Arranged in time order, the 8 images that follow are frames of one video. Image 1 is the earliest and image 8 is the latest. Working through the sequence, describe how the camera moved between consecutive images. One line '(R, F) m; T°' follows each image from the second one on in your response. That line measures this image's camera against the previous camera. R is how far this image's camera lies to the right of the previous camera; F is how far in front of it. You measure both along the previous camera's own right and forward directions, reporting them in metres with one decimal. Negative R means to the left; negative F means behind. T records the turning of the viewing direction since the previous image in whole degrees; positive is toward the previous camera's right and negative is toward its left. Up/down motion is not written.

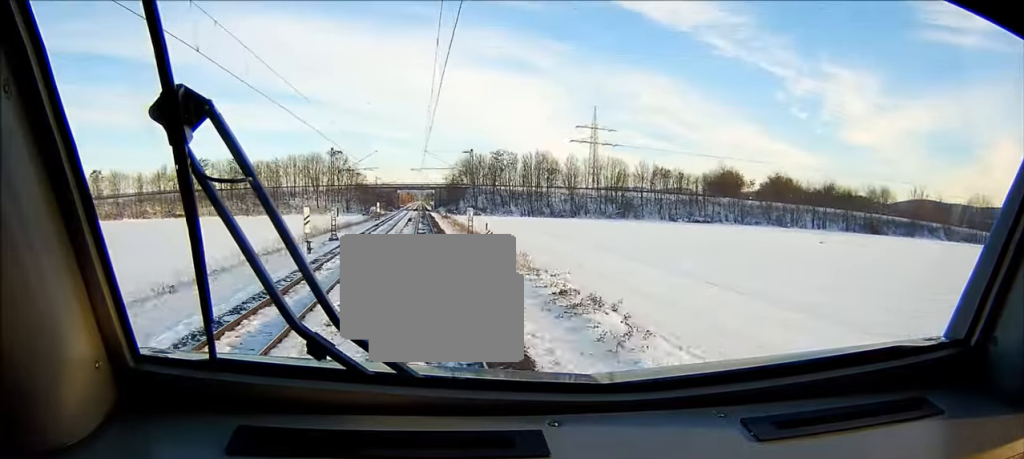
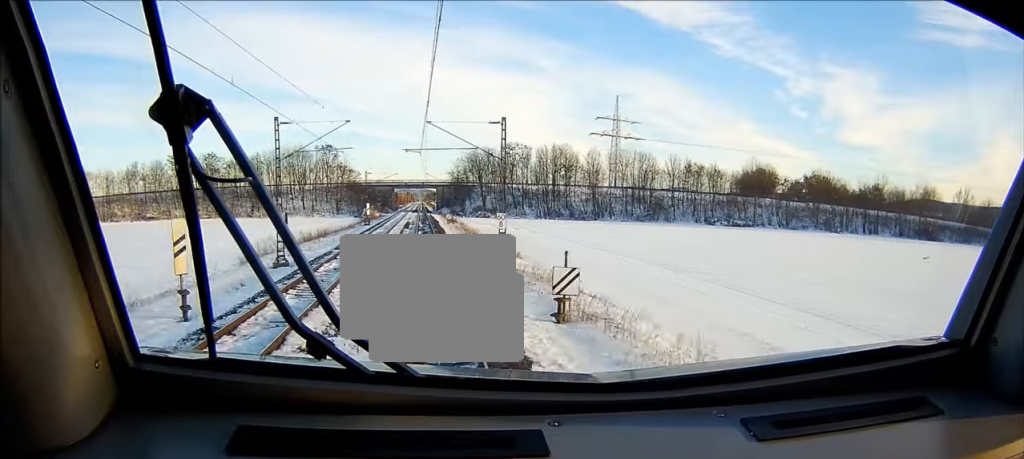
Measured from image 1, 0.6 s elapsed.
(0.0, +23.1) m; 0°
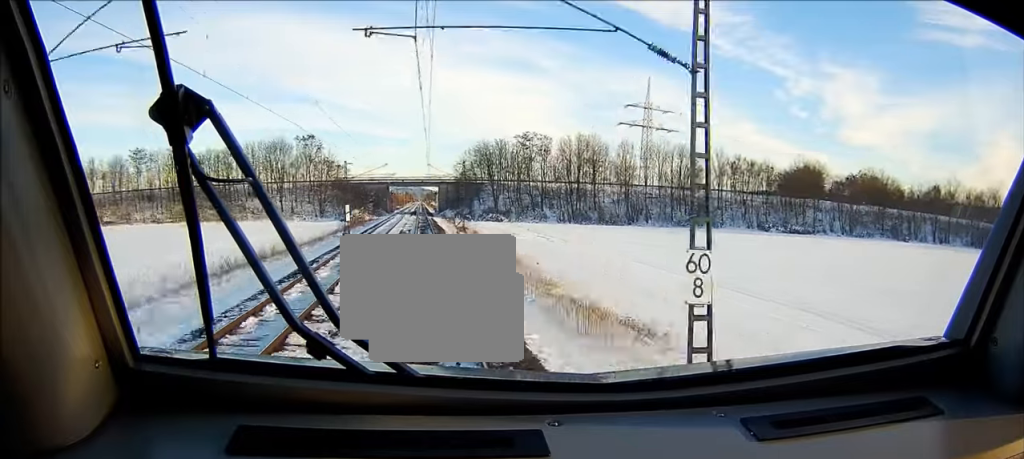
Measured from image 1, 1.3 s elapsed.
(-0.1, +25.7) m; 0°
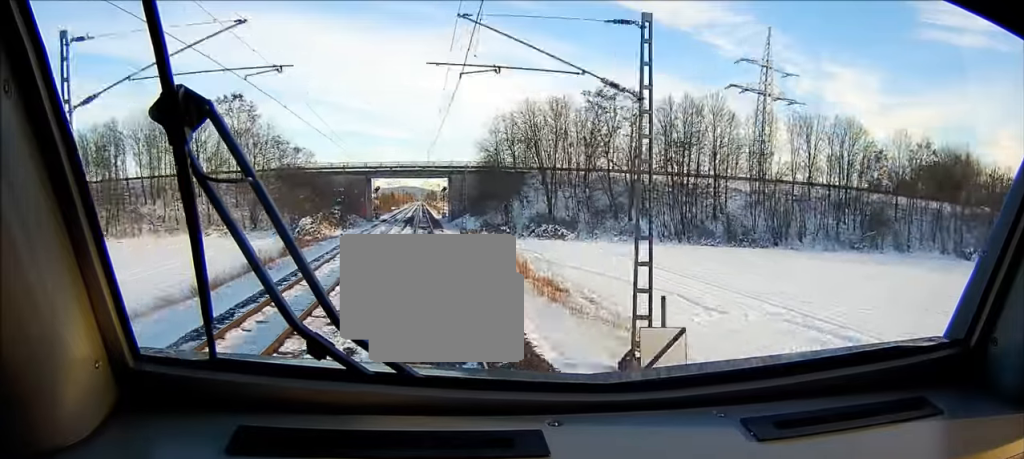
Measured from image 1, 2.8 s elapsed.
(0.0, +57.8) m; 0°
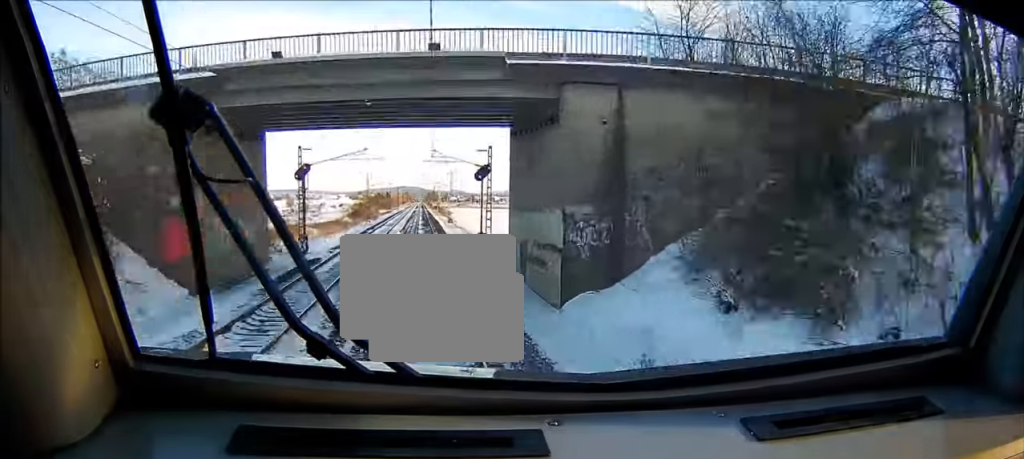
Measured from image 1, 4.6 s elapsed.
(+0.1, +69.2) m; 0°
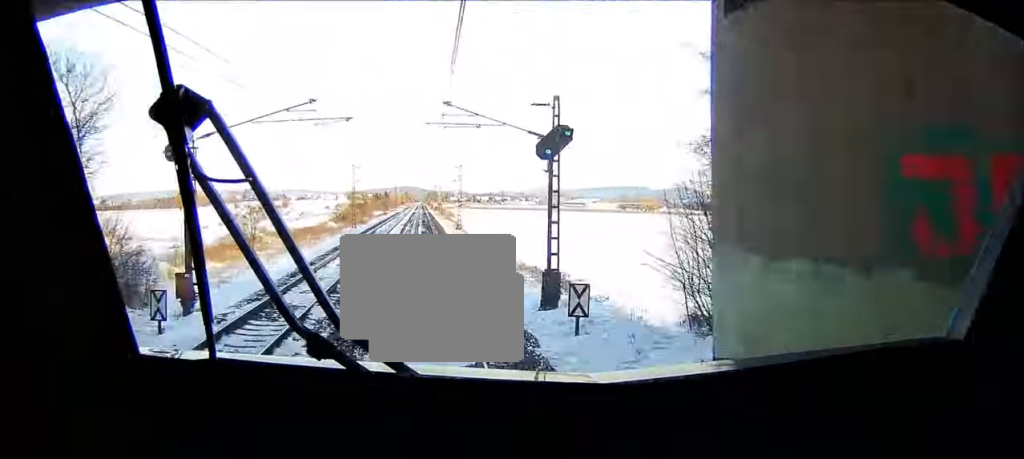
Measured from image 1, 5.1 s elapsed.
(+0.1, +21.8) m; 0°
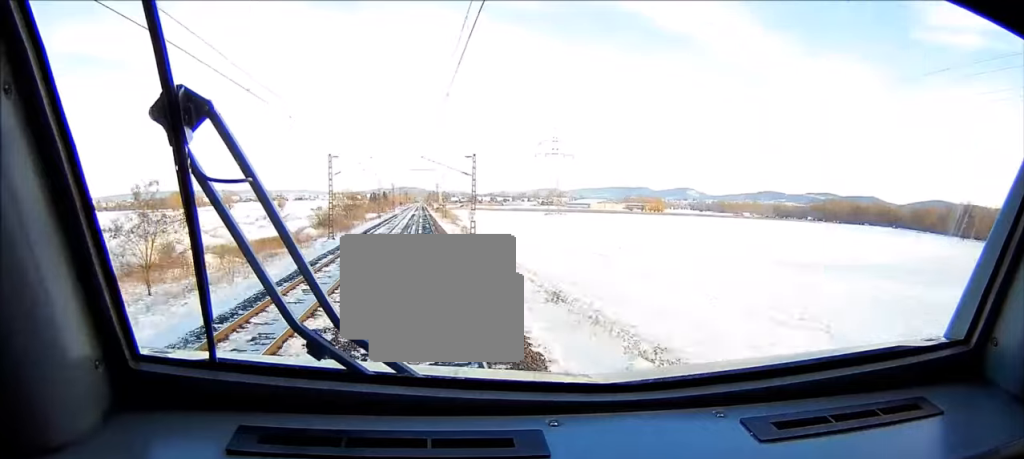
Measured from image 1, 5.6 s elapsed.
(0.0, +19.2) m; 0°
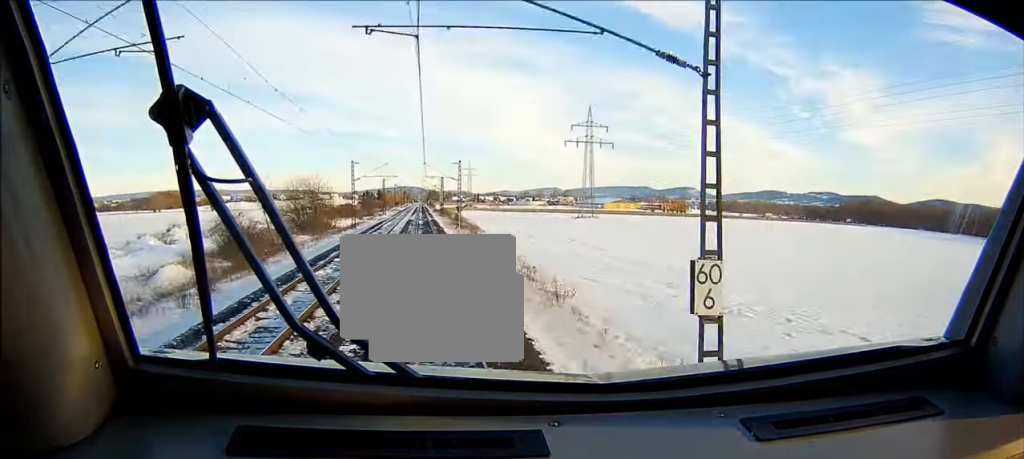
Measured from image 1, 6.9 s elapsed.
(-0.1, +47.4) m; 0°
